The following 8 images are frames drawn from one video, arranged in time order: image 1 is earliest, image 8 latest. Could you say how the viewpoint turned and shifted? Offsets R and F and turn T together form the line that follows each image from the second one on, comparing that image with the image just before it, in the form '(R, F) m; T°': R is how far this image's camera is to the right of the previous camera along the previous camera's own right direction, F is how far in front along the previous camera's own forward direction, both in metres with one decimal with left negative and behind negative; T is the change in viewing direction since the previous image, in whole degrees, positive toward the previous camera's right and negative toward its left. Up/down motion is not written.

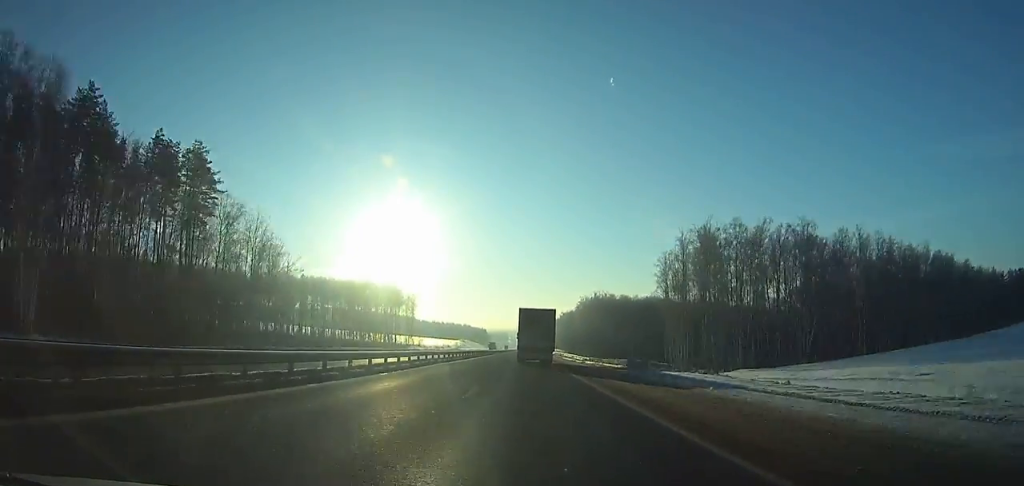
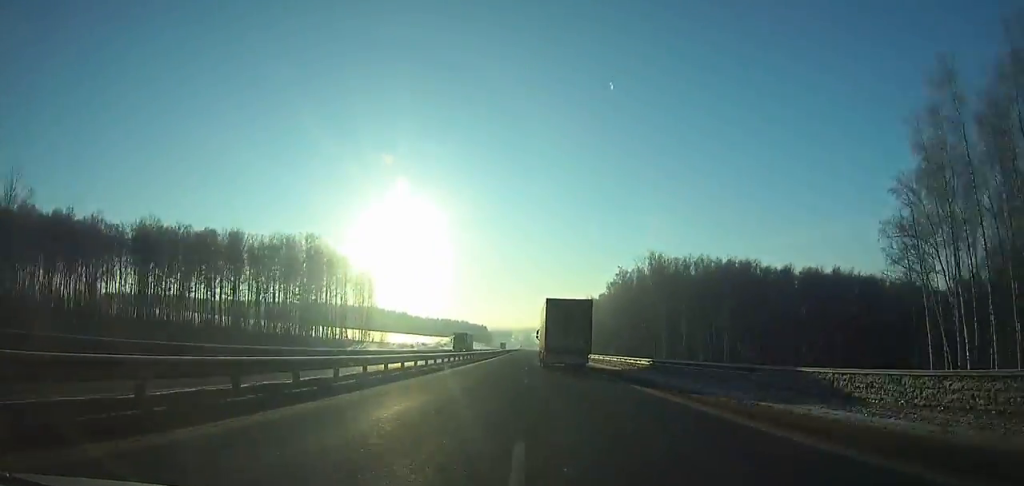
(-0.2, +90.0) m; 0°
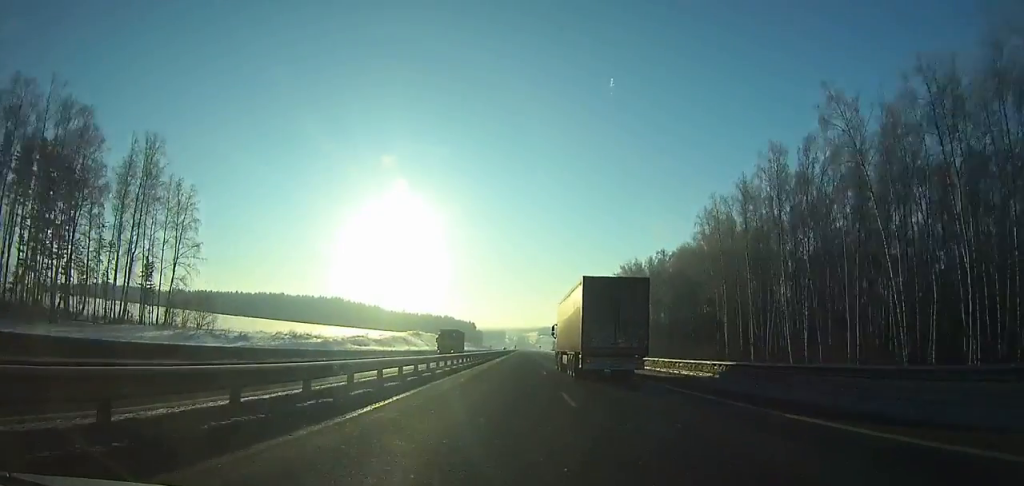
(+0.1, +118.4) m; 0°
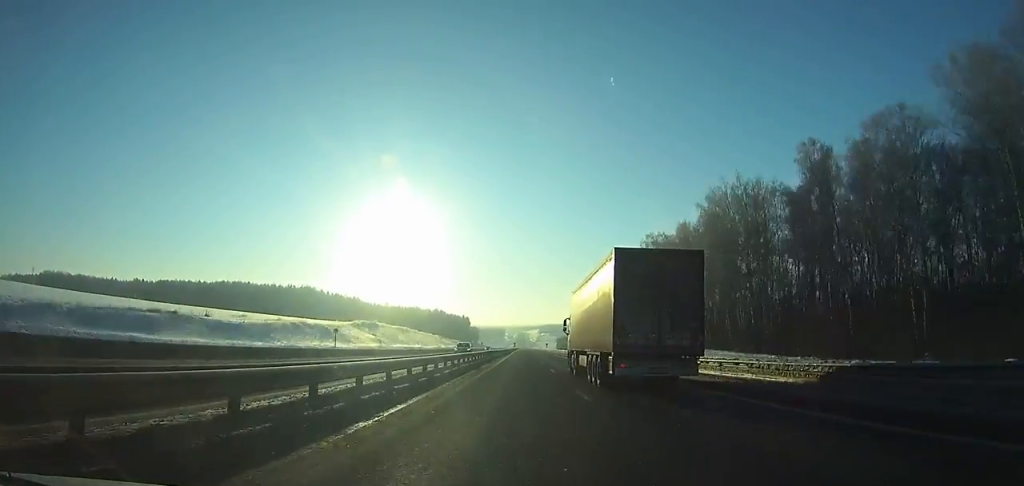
(-0.1, +78.5) m; 0°
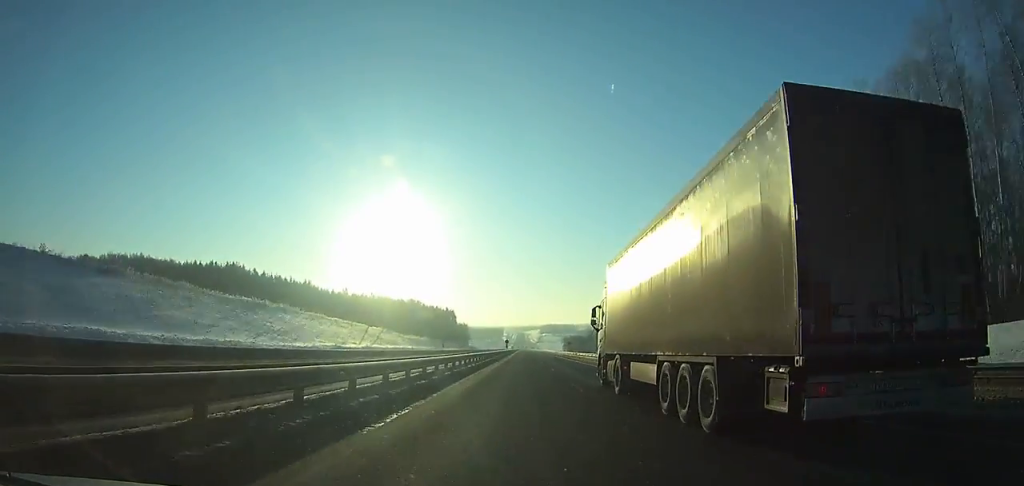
(+0.3, +123.0) m; 0°
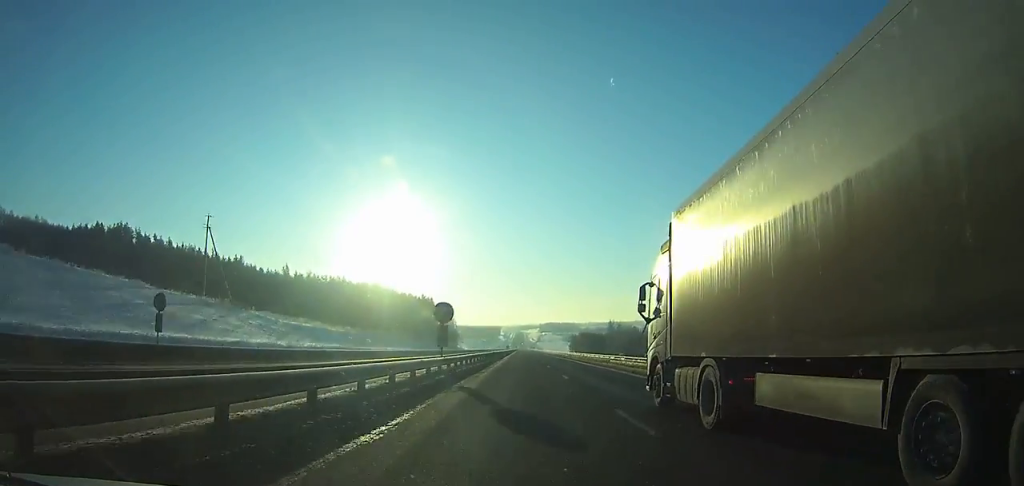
(+0.2, +105.0) m; 0°
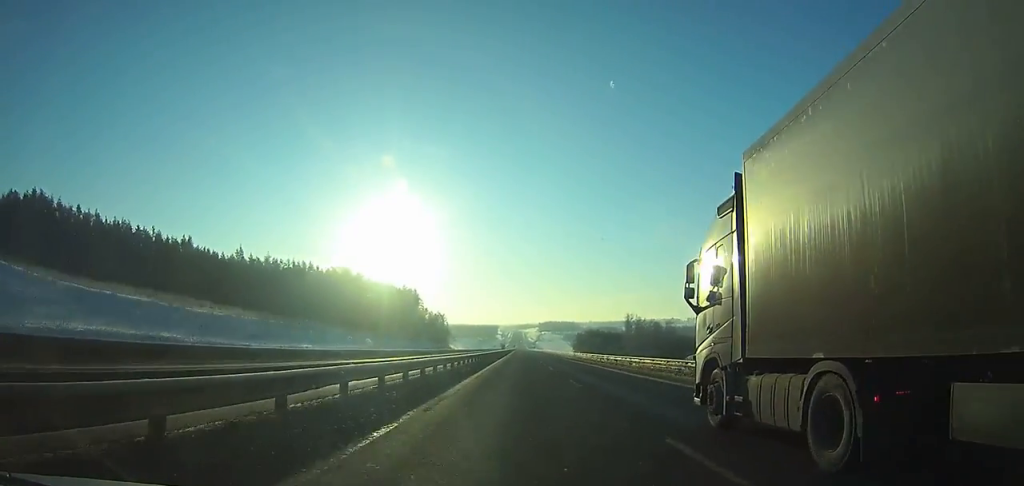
(+0.1, +53.0) m; 0°
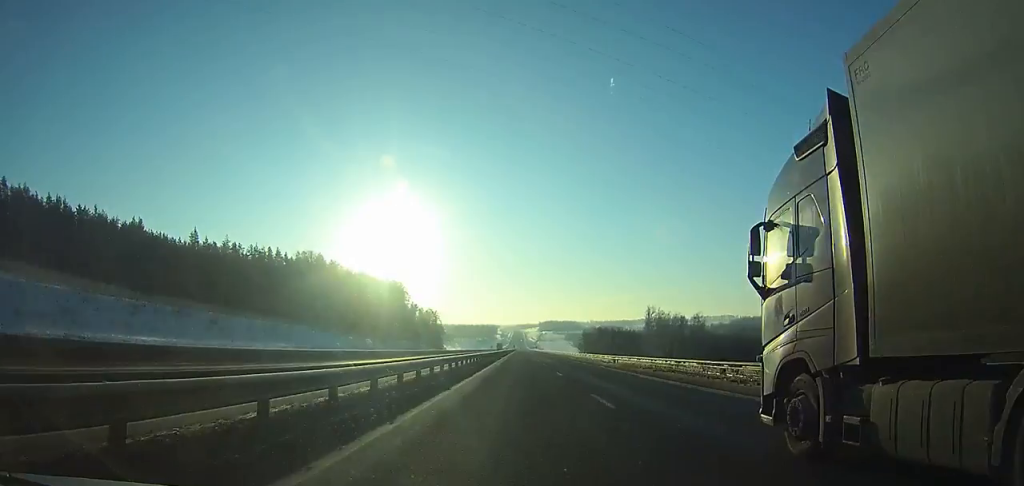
(0.0, +39.9) m; 0°
